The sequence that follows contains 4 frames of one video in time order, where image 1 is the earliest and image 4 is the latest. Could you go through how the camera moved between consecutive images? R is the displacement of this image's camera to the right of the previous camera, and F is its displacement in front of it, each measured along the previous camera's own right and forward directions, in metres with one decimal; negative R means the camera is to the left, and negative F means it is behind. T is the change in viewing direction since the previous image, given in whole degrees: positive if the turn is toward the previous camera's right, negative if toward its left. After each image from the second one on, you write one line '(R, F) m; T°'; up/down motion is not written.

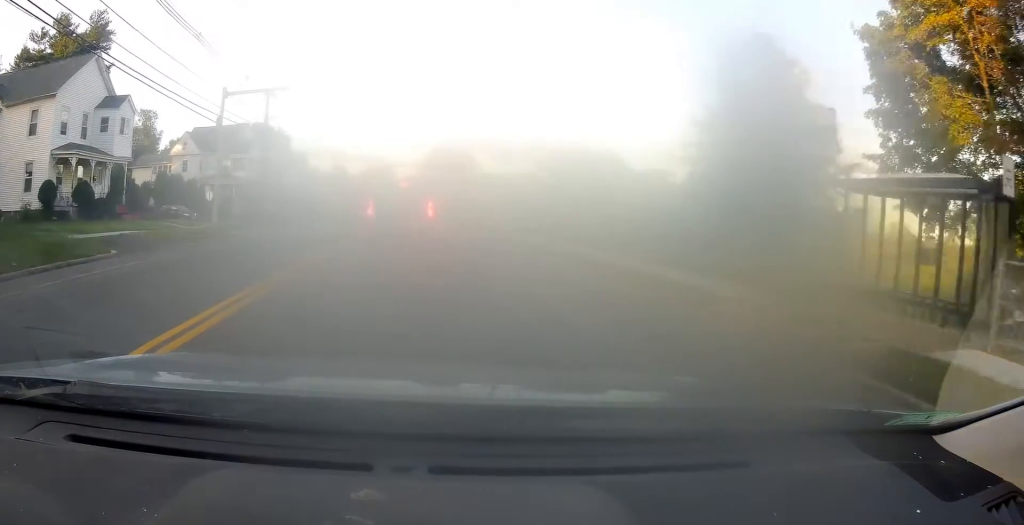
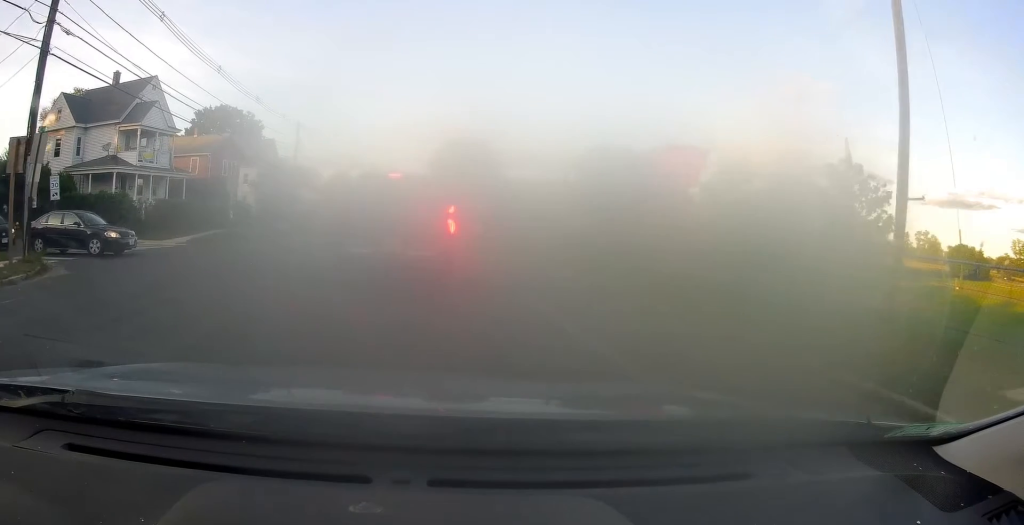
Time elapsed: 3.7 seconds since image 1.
(+0.4, +24.2) m; +1°
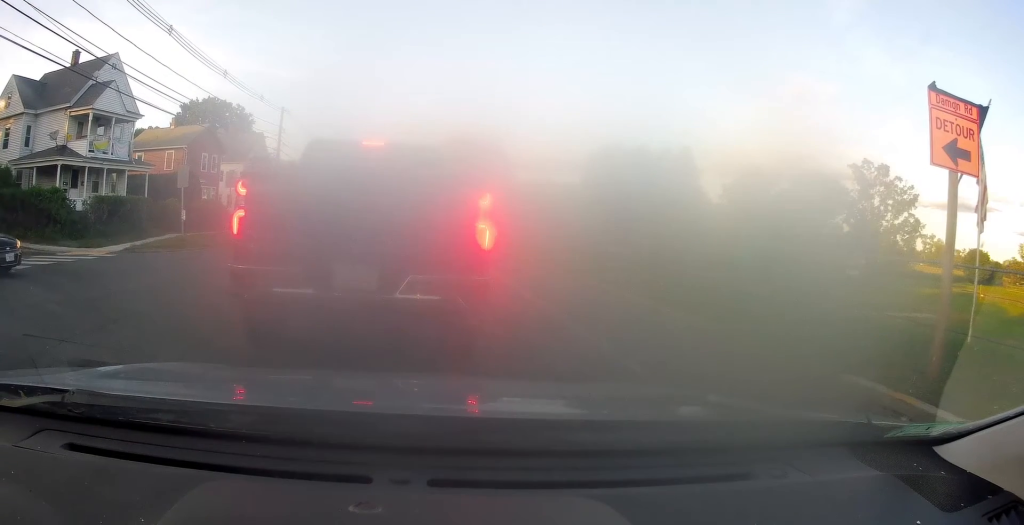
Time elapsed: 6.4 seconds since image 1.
(-0.3, +3.5) m; -4°
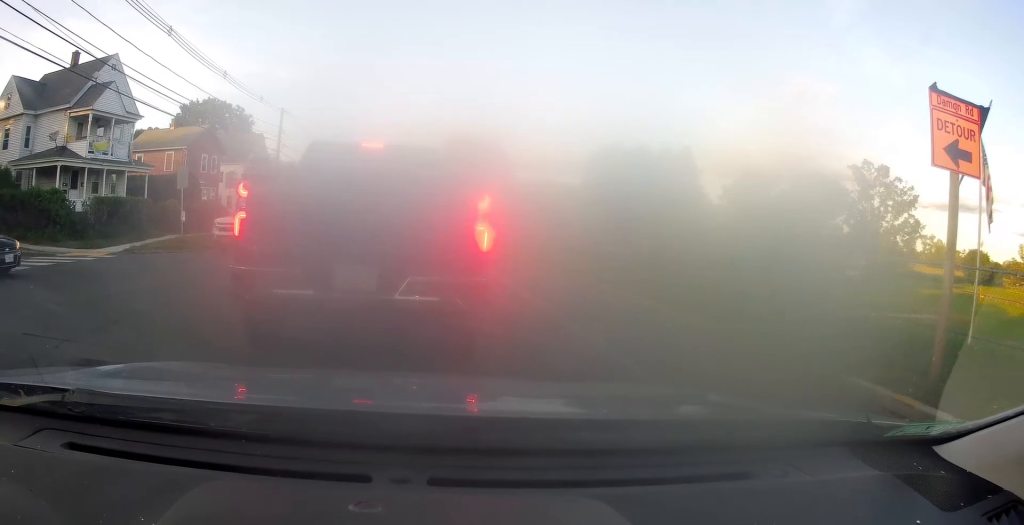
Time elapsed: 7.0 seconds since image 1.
(0.0, 0.0) m; 0°
